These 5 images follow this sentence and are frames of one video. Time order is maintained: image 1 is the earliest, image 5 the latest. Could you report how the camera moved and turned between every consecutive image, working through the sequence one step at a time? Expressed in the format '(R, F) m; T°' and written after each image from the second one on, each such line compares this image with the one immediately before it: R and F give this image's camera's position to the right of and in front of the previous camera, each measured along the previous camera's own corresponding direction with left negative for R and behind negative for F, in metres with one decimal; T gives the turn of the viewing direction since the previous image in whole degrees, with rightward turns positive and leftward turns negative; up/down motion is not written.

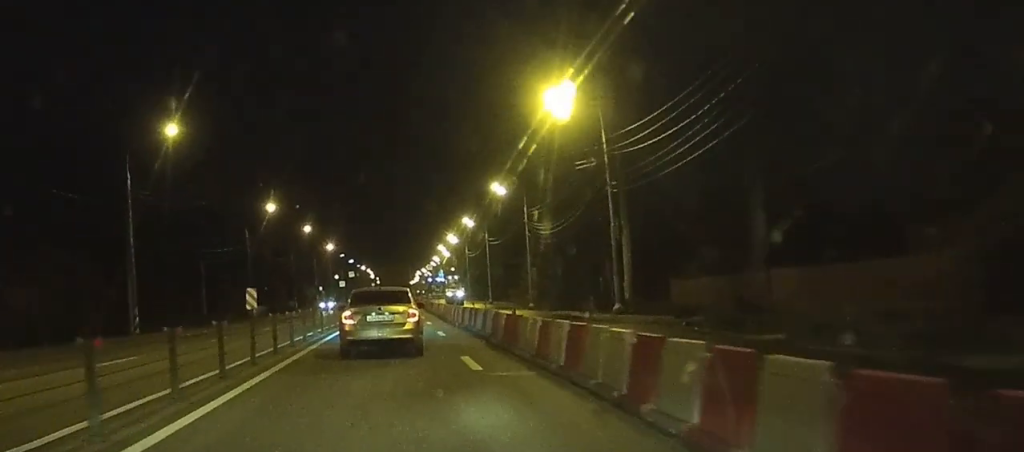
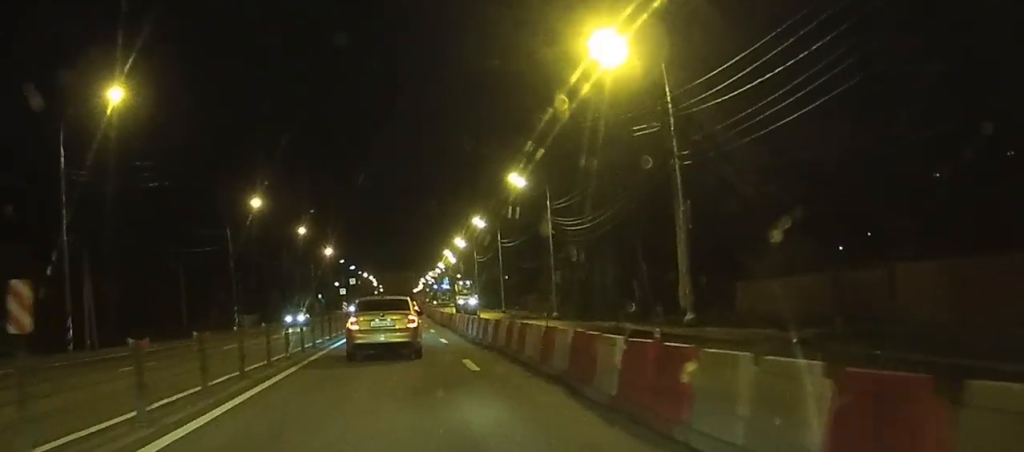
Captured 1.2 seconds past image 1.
(-0.9, +9.8) m; -3°
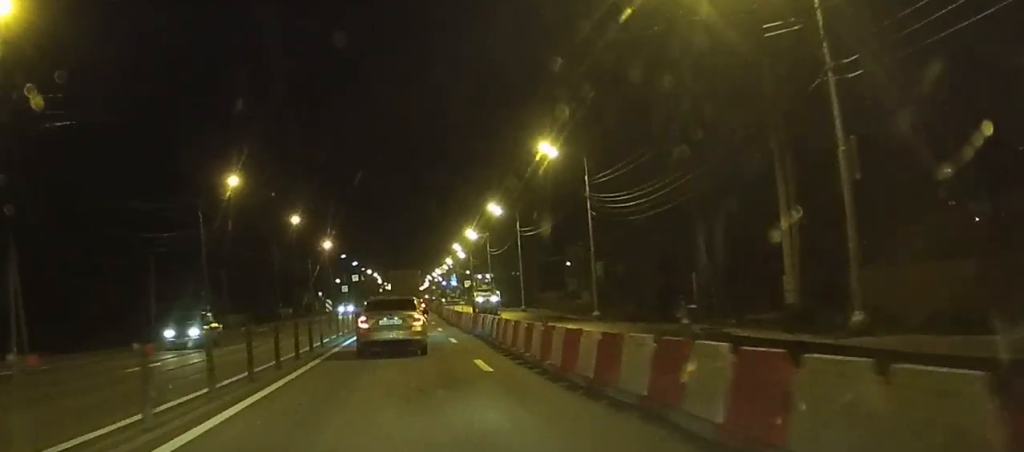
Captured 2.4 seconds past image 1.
(+0.6, +13.9) m; +2°
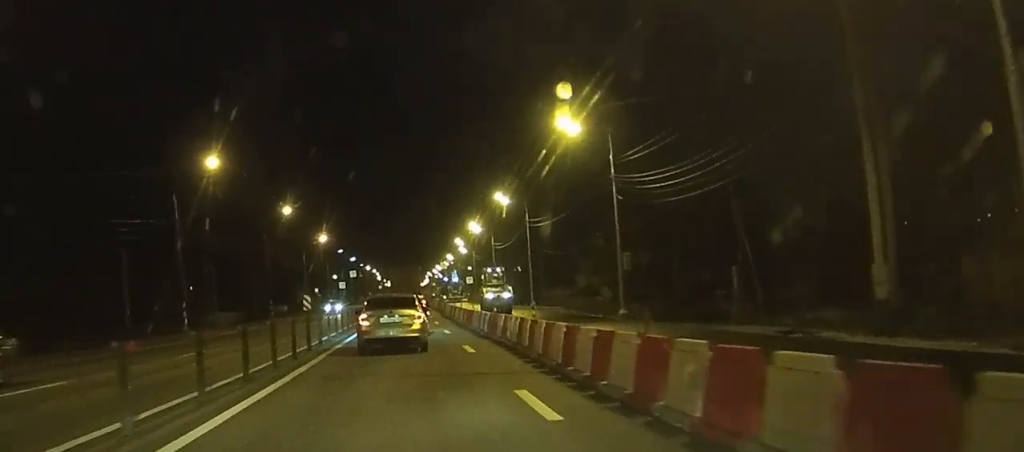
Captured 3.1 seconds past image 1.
(0.0, +7.6) m; 0°
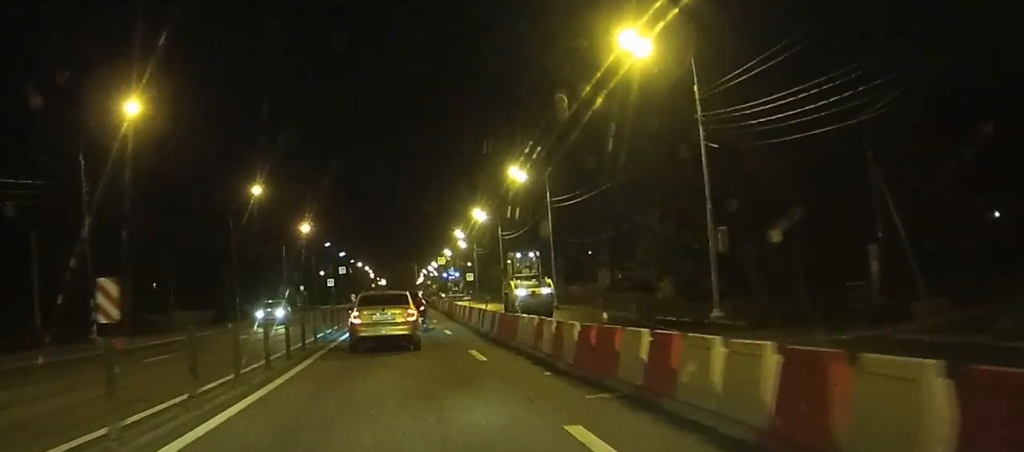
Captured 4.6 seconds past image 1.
(0.0, +16.3) m; 0°
